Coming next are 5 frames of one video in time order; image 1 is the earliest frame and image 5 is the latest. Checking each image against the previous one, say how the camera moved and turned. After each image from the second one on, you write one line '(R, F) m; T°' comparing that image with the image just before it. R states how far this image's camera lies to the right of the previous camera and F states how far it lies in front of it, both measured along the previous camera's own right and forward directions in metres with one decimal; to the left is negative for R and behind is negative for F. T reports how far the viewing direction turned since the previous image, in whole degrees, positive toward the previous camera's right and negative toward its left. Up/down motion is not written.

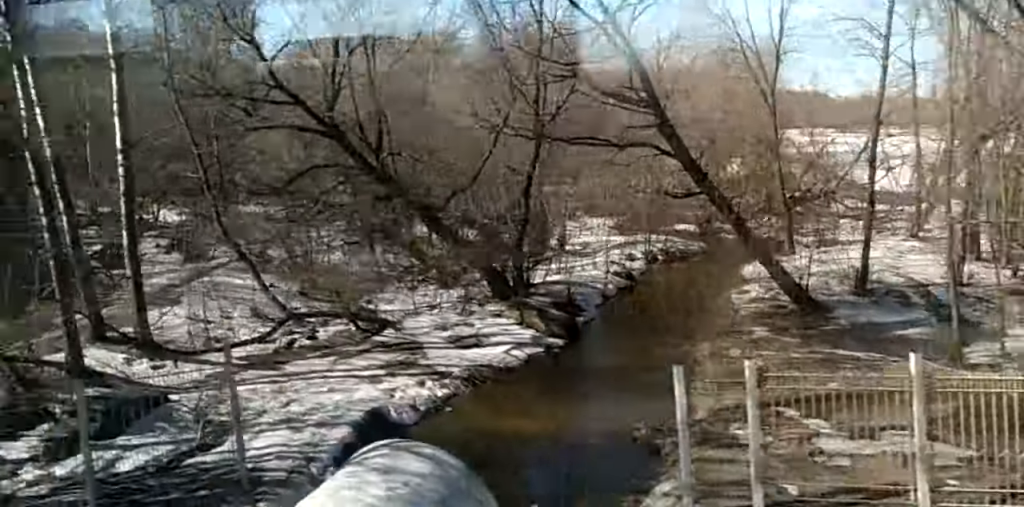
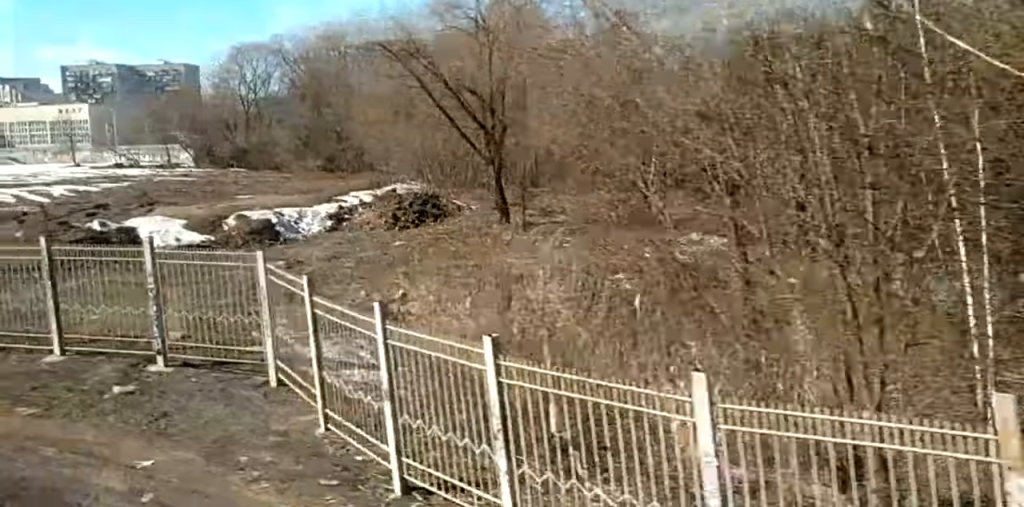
(+0.4, +49.8) m; +2°
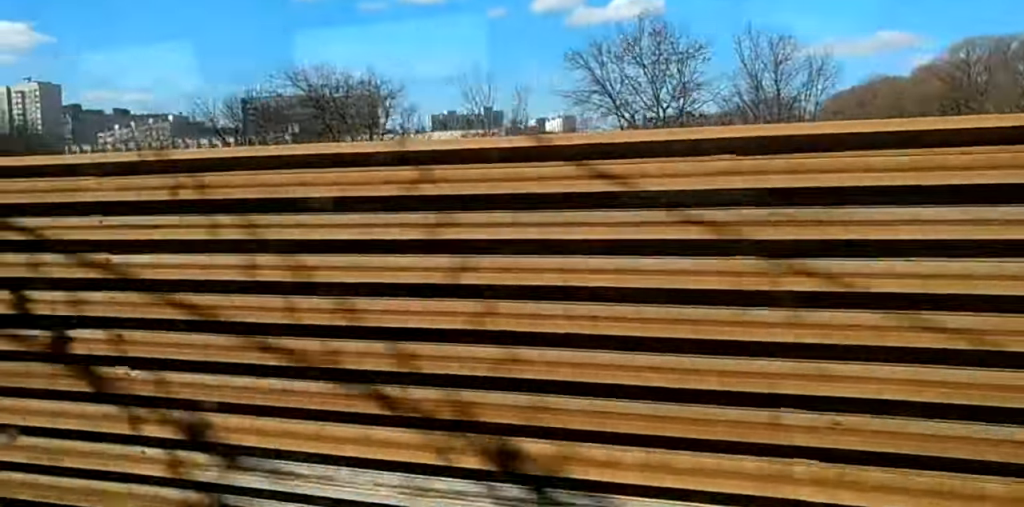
(-2.6, +99.8) m; -2°
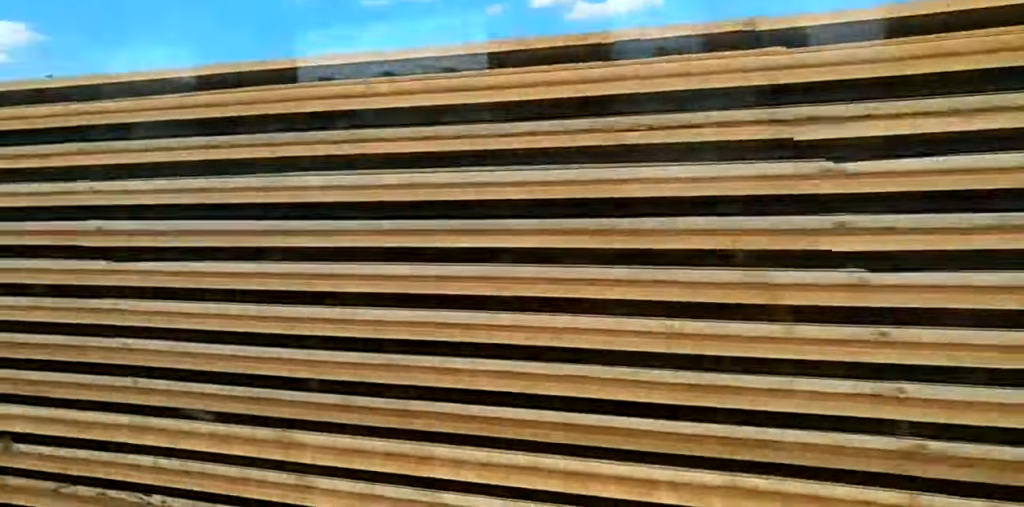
(-0.1, +15.7) m; -1°
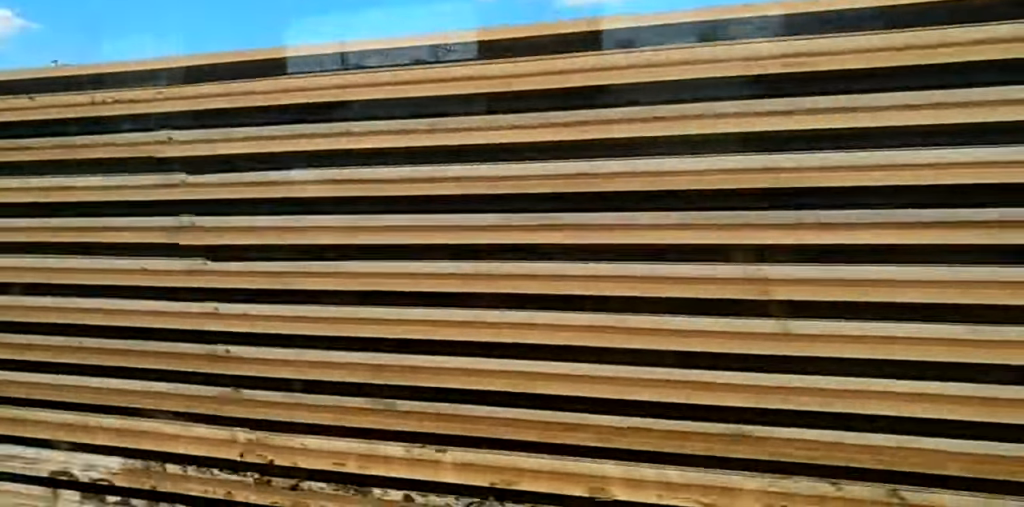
(-0.5, +12.0) m; -1°
